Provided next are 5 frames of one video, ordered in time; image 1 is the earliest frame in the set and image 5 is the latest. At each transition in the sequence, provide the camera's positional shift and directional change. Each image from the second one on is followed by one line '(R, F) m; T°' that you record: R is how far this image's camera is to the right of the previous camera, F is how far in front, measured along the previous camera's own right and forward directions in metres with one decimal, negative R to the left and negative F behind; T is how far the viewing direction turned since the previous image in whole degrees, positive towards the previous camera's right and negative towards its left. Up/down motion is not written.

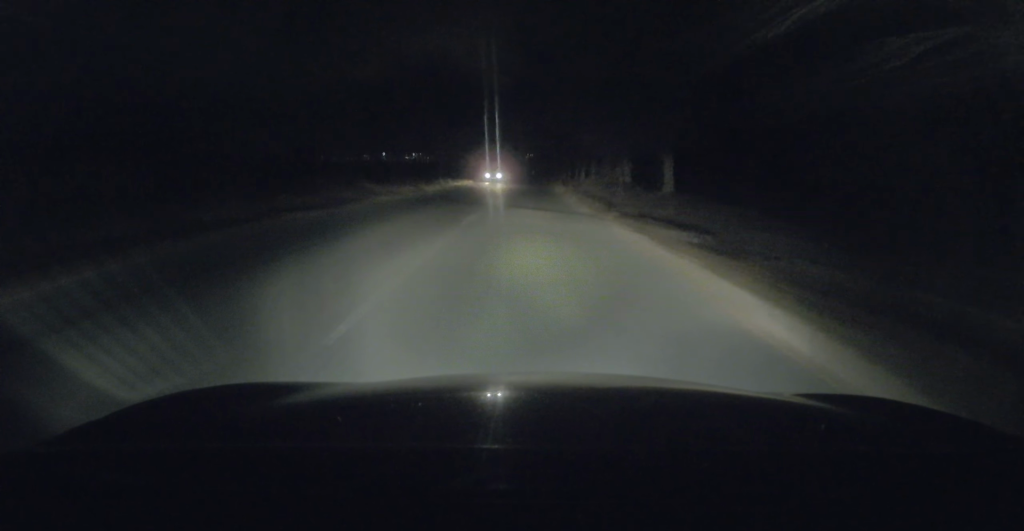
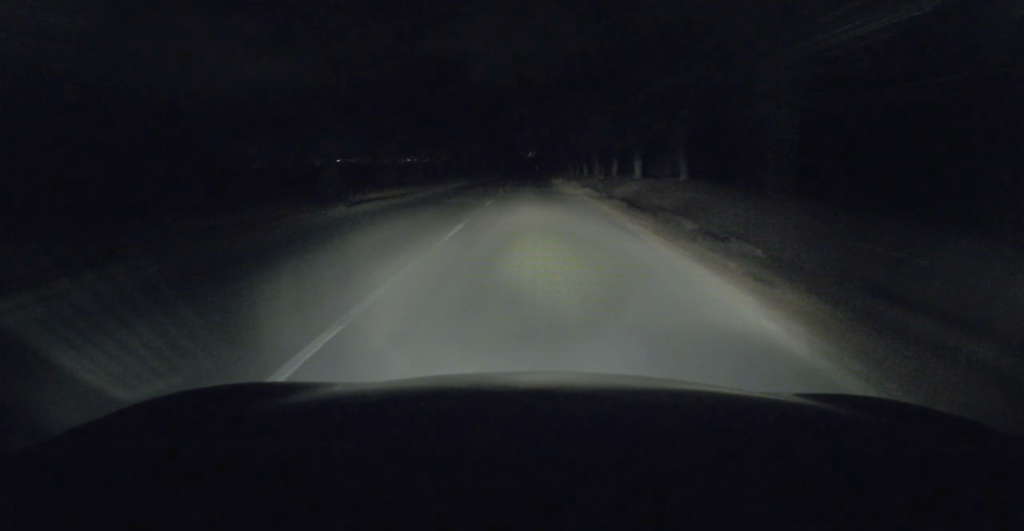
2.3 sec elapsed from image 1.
(0.0, +39.1) m; 0°
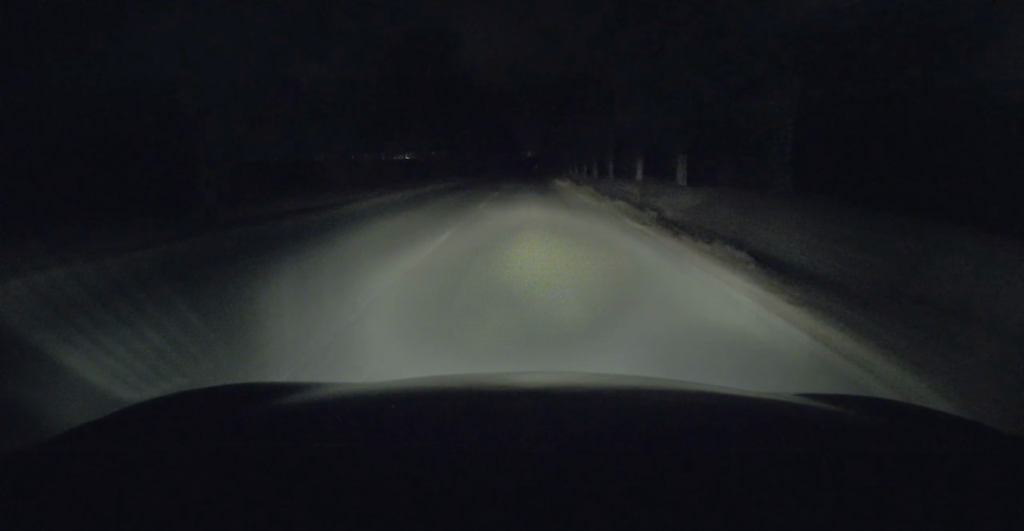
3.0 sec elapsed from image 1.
(0.0, +11.9) m; 0°
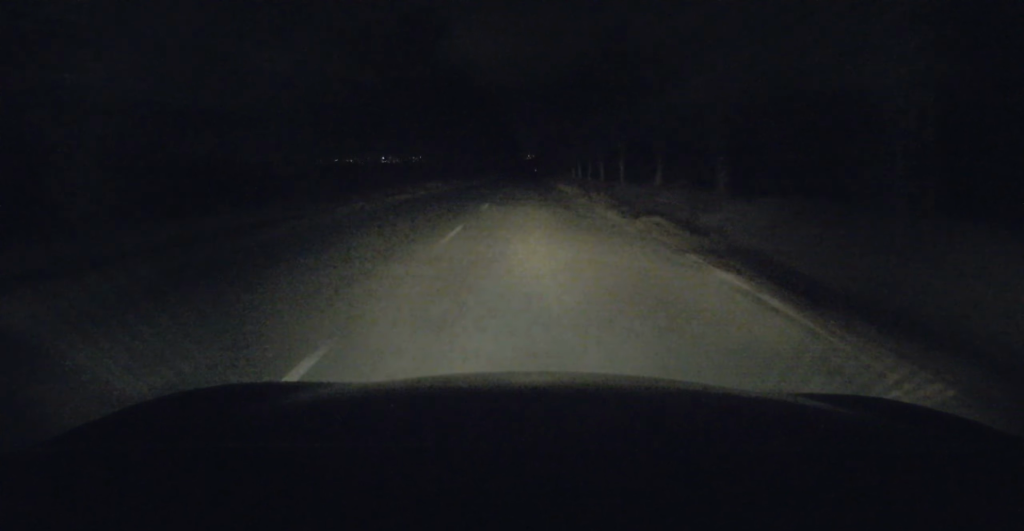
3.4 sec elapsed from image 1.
(0.0, +6.6) m; 0°
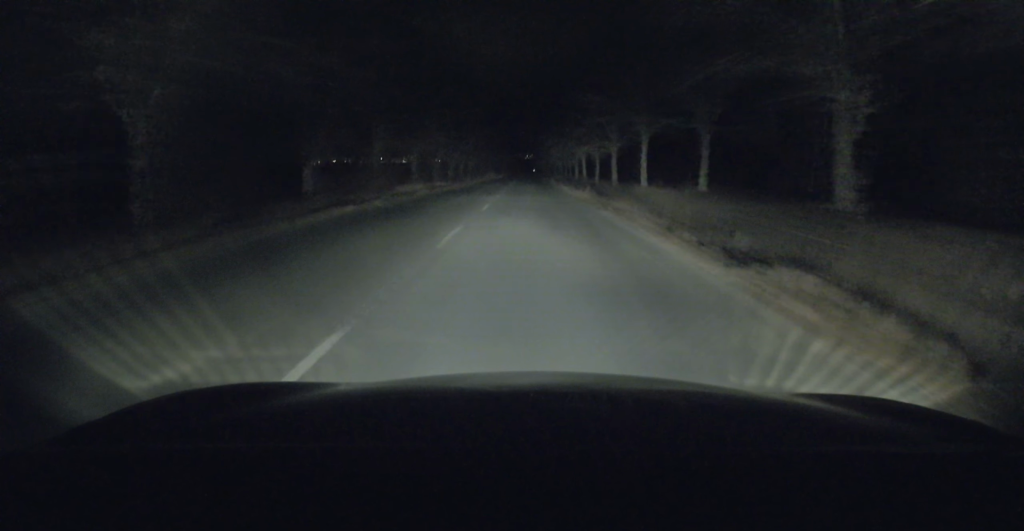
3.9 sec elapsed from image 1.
(0.0, +8.9) m; 0°
